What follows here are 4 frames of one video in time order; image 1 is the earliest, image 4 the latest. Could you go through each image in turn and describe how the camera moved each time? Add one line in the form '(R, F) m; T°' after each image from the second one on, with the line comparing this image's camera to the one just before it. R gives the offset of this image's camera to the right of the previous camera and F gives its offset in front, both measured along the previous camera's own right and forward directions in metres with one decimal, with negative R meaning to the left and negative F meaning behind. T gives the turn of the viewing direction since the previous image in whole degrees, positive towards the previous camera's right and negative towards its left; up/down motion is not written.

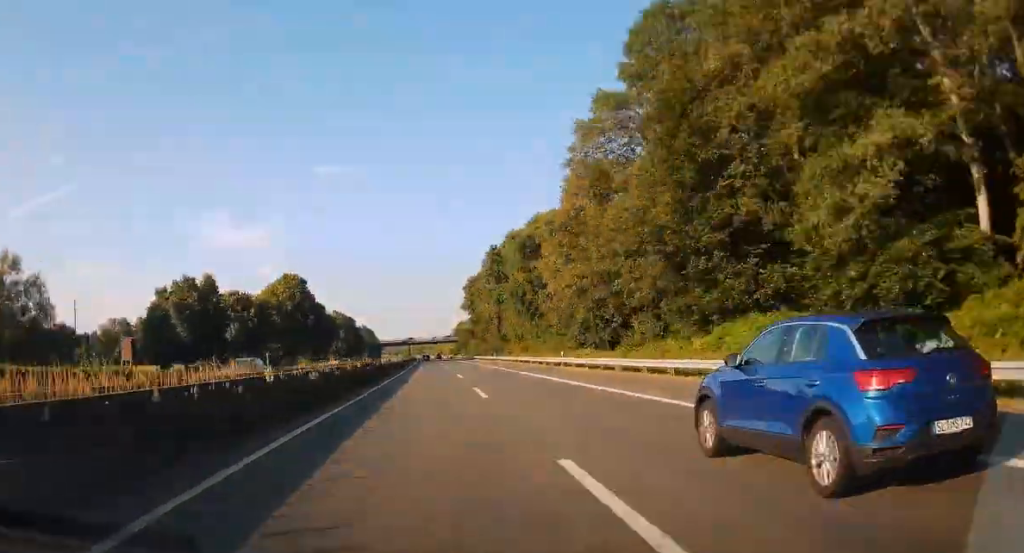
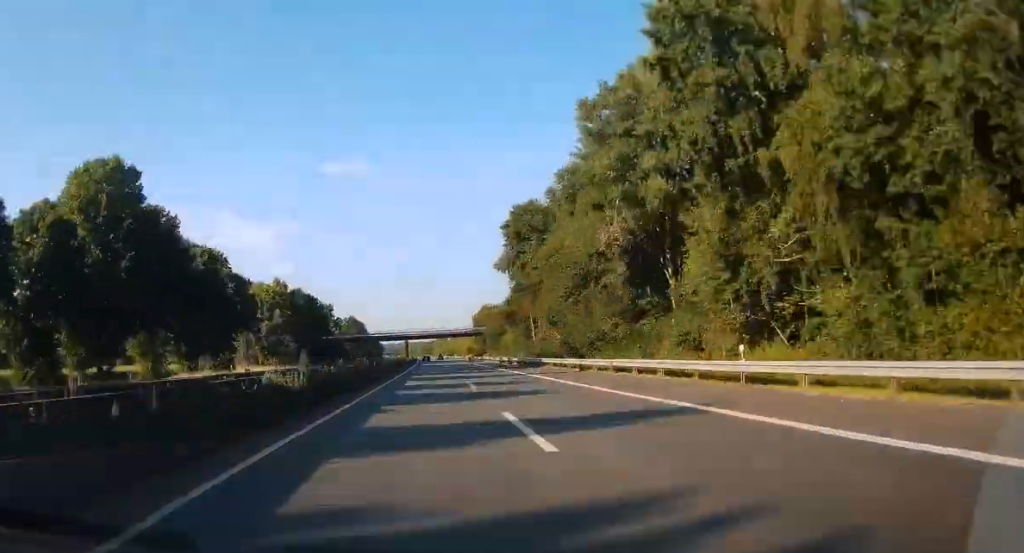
(-0.2, +71.8) m; -1°
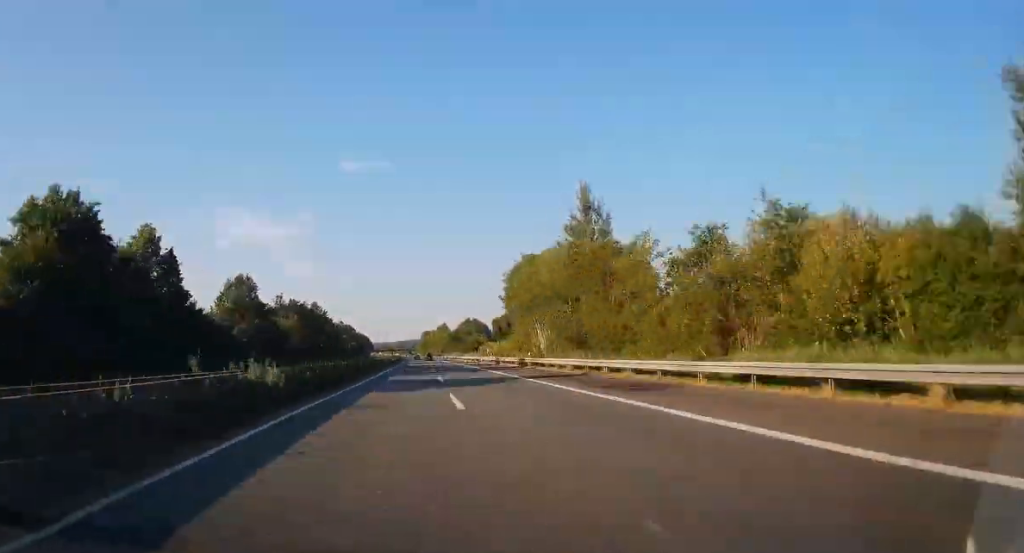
(-5.1, +262.4) m; -2°
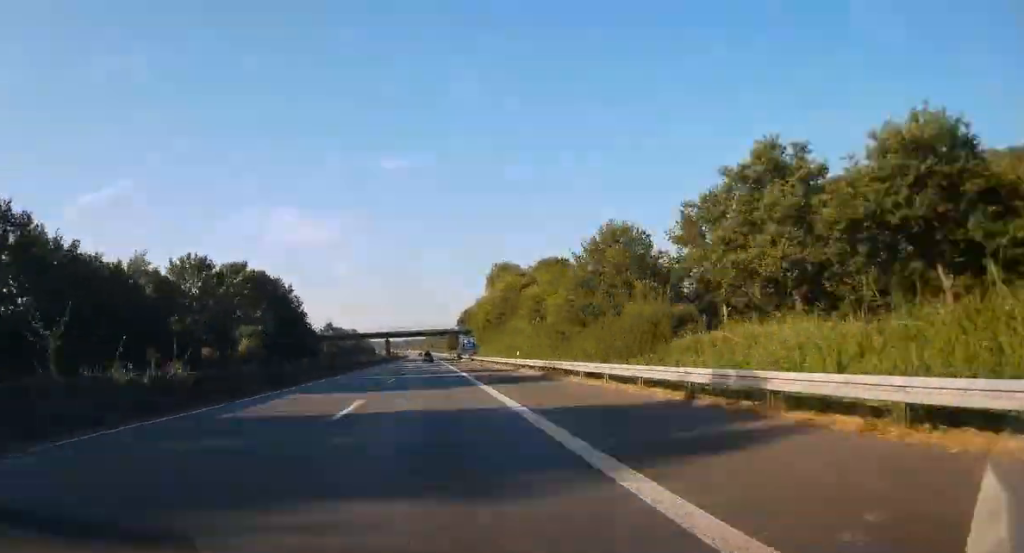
(-11.1, +444.1) m; -4°
